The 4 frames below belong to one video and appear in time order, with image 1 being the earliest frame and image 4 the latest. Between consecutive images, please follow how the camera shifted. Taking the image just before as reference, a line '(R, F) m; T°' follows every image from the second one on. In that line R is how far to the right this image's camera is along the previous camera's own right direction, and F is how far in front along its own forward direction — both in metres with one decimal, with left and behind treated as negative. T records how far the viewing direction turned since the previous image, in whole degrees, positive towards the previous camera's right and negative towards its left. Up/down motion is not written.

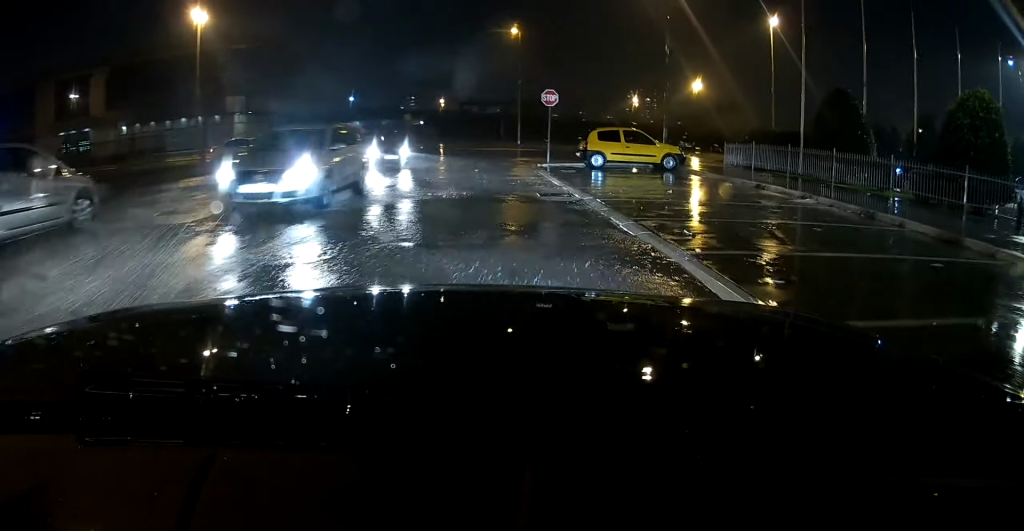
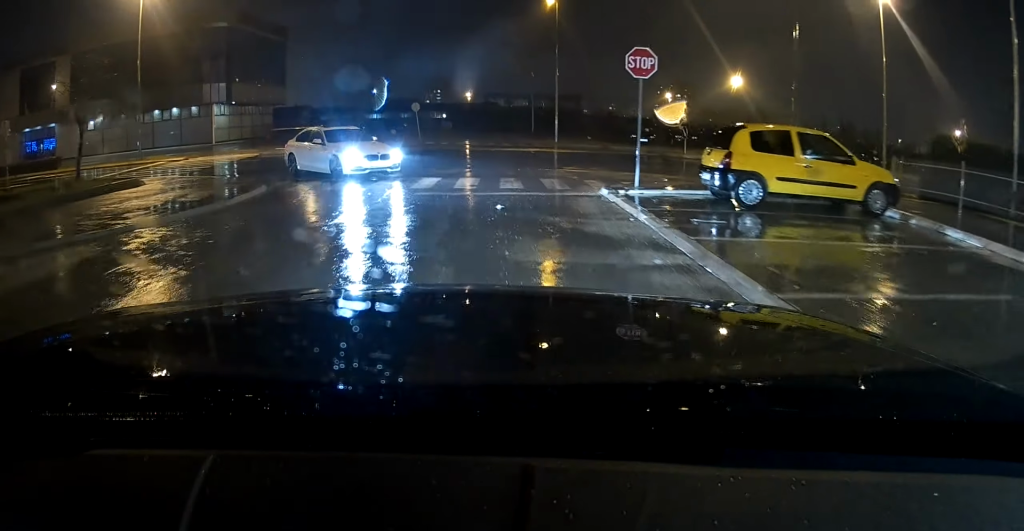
(+0.4, +9.7) m; 0°
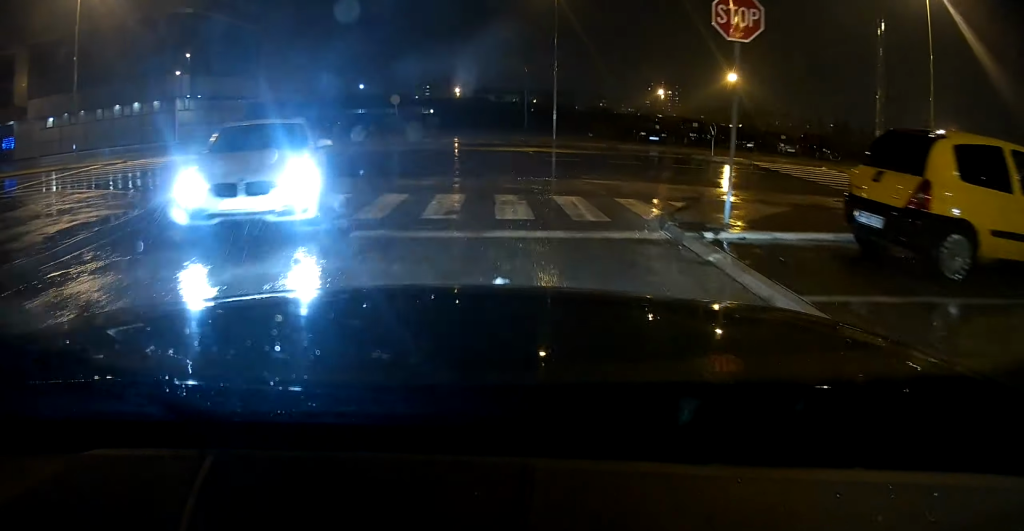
(-0.1, +4.1) m; 0°
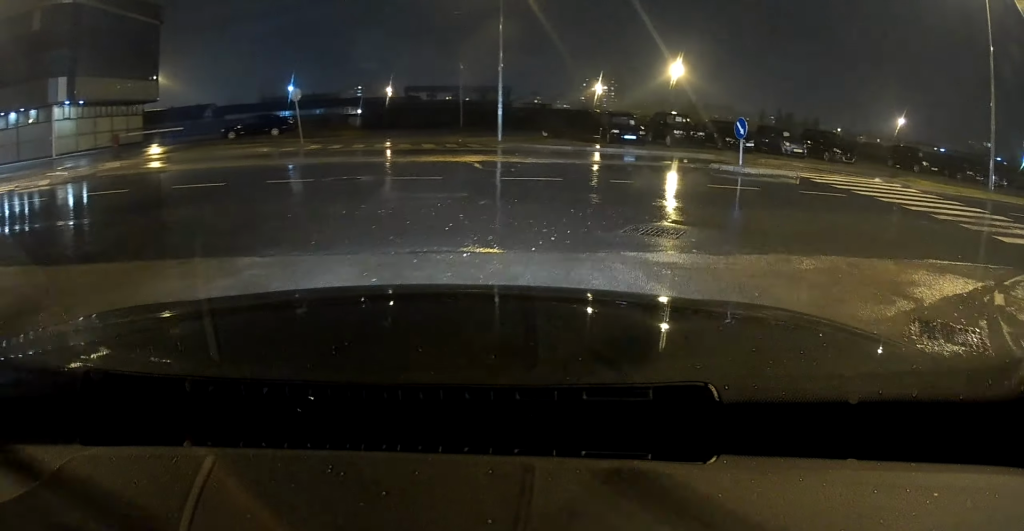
(+0.3, +9.7) m; +10°
